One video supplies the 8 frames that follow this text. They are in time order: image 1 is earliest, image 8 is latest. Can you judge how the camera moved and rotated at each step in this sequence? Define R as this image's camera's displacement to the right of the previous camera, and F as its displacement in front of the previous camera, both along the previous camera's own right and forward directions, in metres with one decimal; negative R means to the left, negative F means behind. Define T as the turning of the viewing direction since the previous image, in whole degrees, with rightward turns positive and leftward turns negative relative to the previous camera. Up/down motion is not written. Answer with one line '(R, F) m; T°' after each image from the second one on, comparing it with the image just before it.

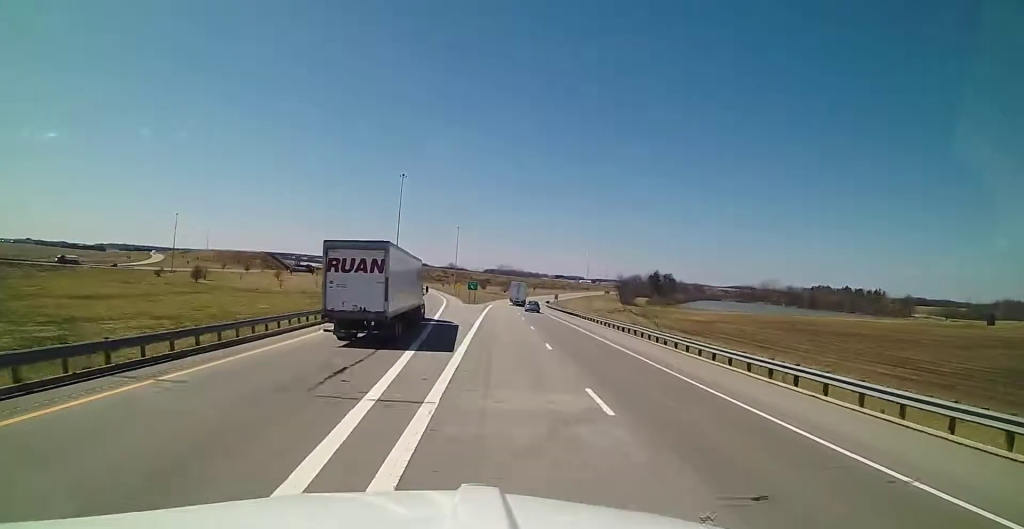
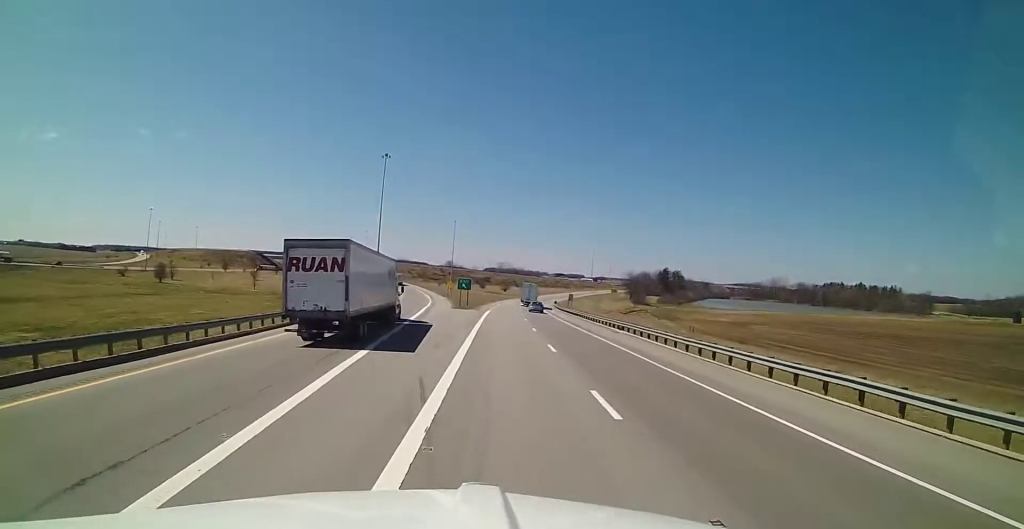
(0.0, +24.5) m; 0°
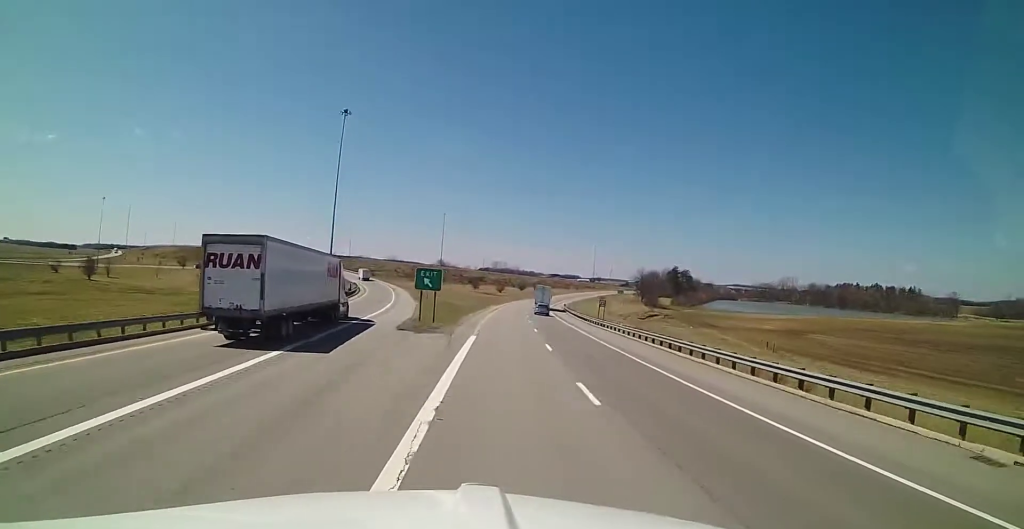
(0.0, +34.7) m; +1°
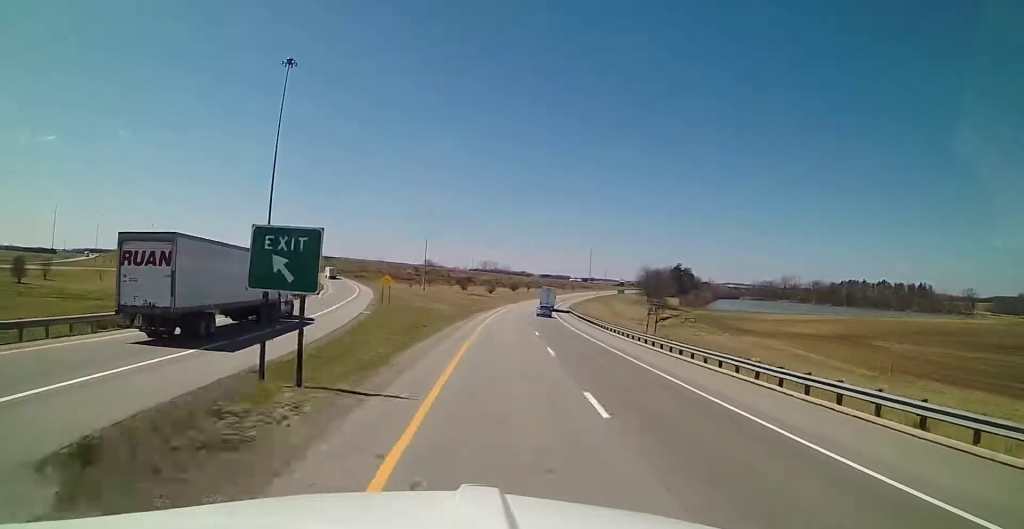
(+0.4, +25.3) m; +1°
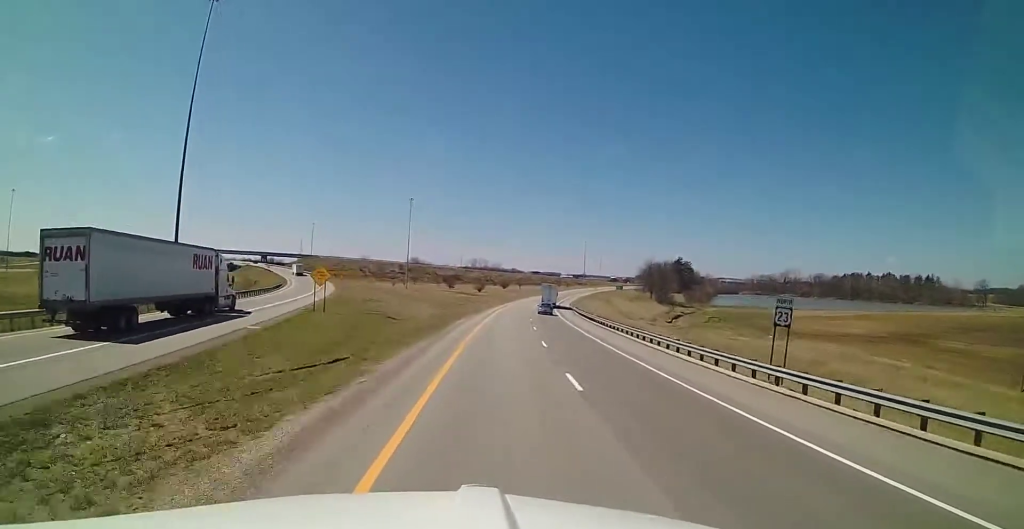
(+0.1, +21.3) m; +1°
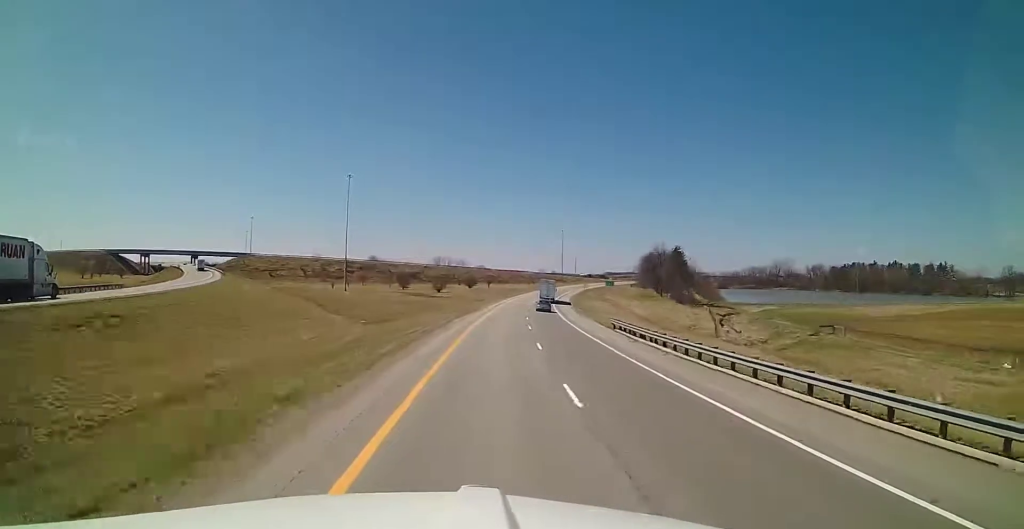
(+1.0, +51.2) m; +2°
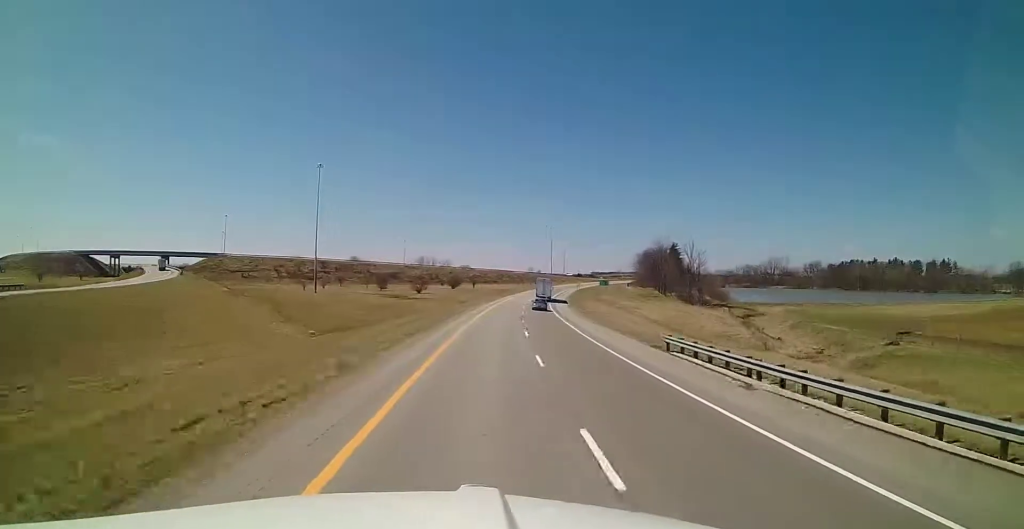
(-0.3, +17.6) m; +1°
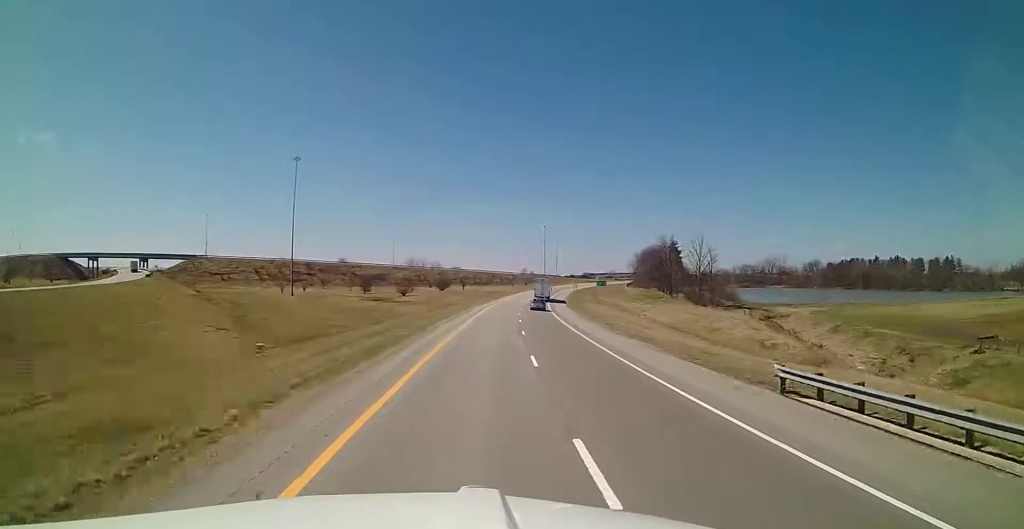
(+0.4, +12.7) m; +1°
